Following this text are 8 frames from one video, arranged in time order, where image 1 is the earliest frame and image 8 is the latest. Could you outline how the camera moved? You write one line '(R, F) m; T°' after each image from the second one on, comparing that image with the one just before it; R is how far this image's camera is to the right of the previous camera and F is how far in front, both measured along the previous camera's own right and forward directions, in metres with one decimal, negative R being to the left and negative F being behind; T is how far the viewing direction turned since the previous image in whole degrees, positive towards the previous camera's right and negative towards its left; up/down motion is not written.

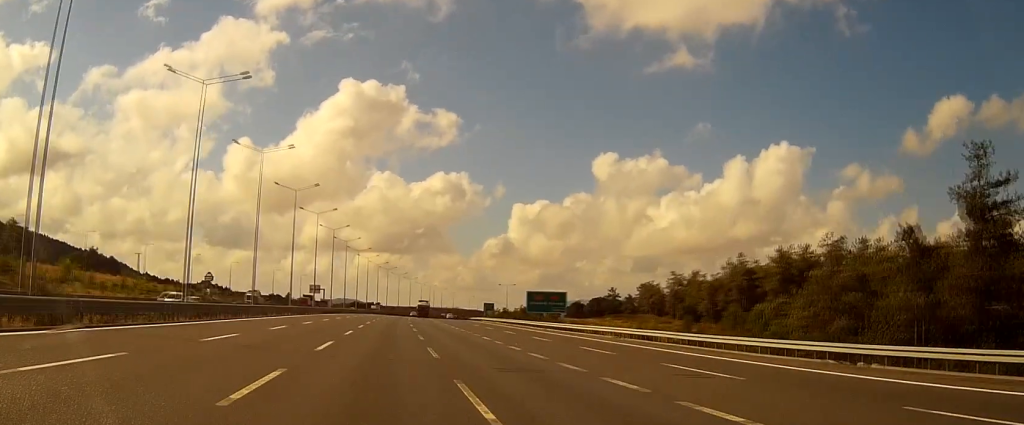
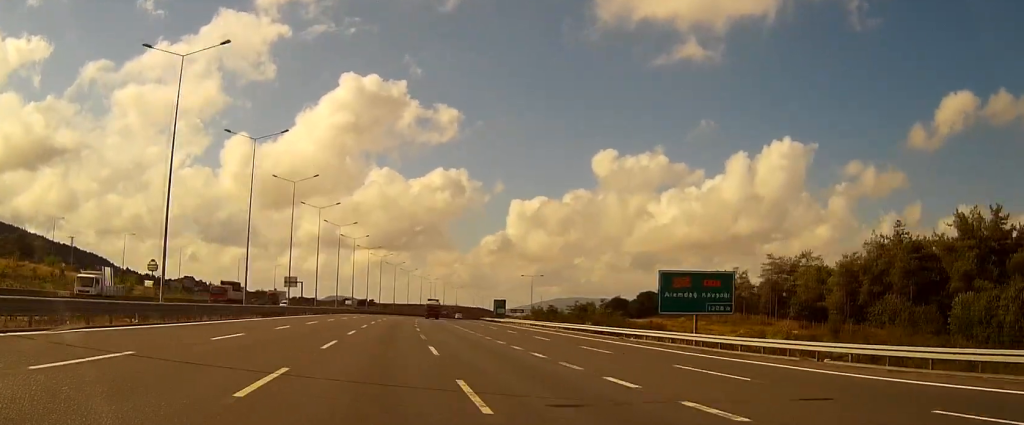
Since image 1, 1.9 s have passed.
(-0.1, +58.0) m; +1°
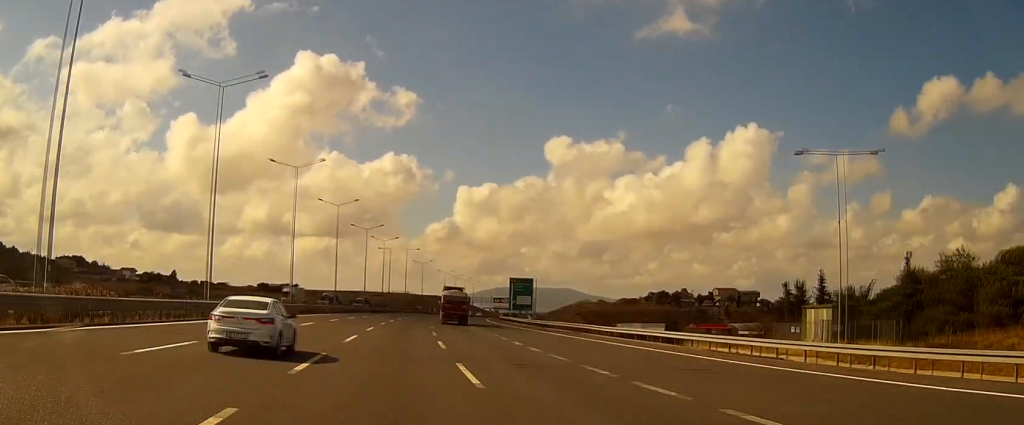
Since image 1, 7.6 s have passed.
(+6.0, +171.4) m; +5°
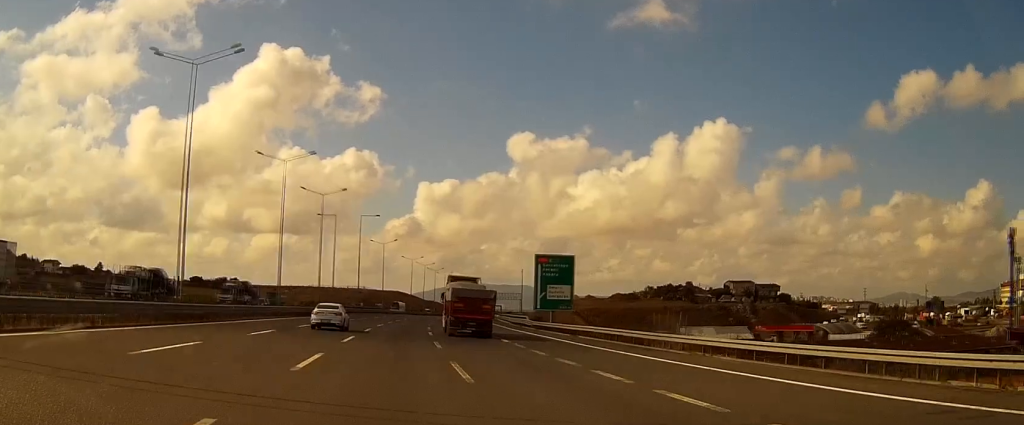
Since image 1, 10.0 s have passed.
(+1.8, +73.0) m; +3°
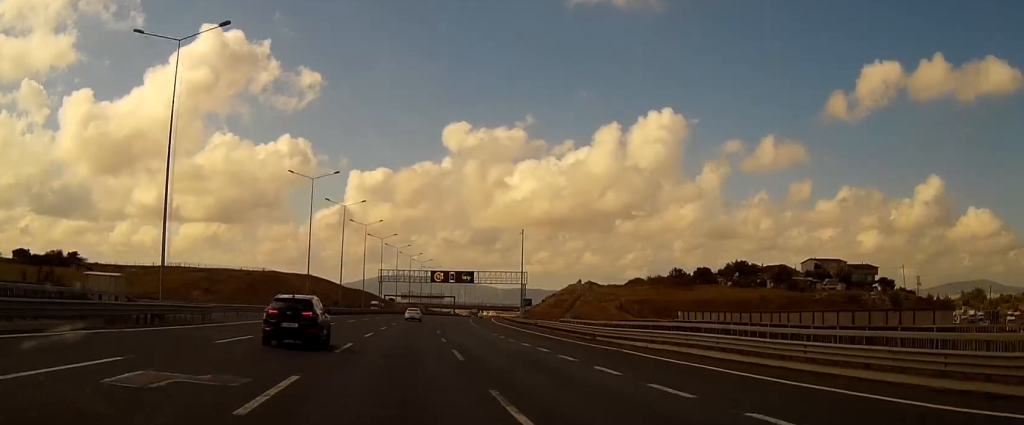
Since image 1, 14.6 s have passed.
(+6.0, +141.9) m; +5°
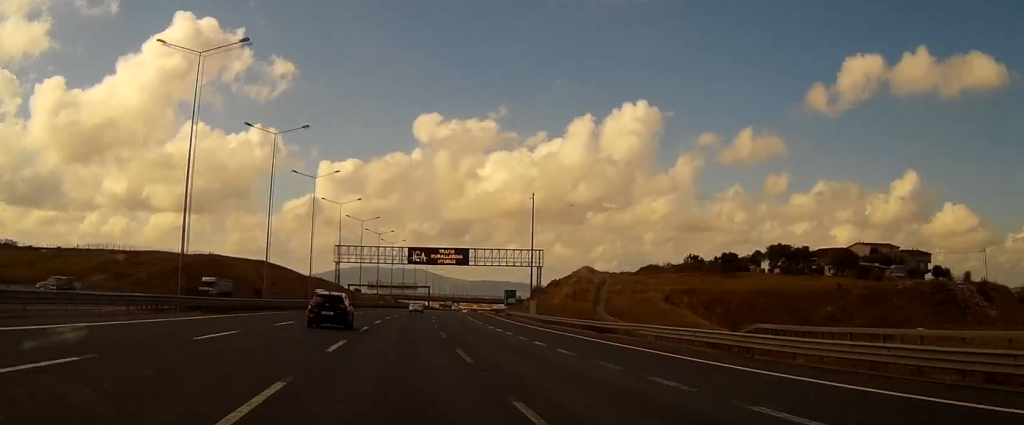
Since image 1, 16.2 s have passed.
(+1.4, +47.4) m; +2°
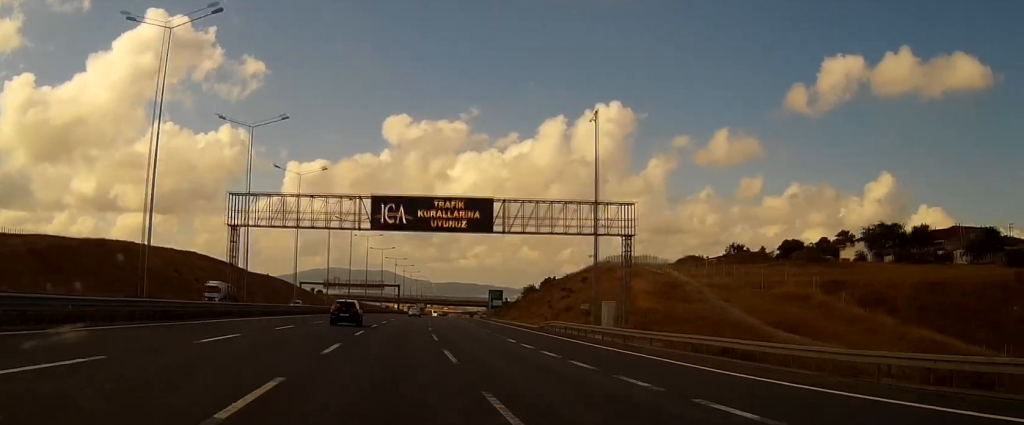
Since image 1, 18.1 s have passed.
(+1.1, +58.4) m; +2°
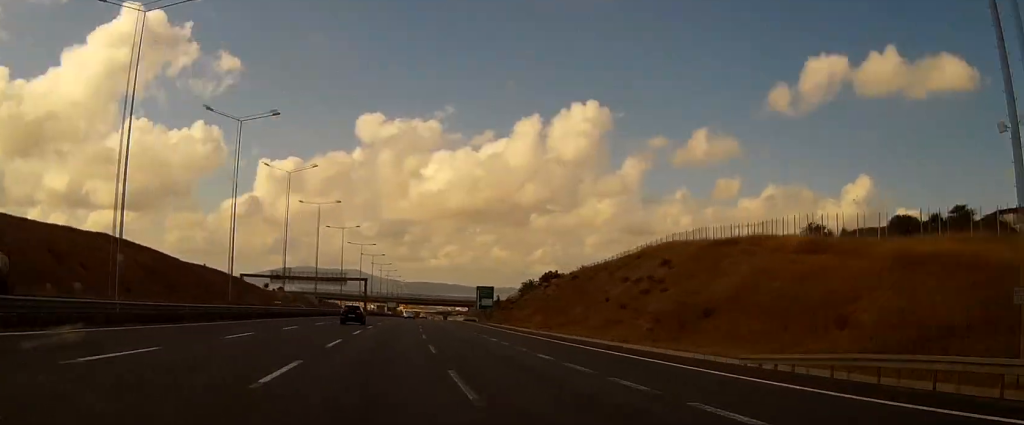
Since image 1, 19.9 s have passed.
(+1.0, +55.0) m; +2°
